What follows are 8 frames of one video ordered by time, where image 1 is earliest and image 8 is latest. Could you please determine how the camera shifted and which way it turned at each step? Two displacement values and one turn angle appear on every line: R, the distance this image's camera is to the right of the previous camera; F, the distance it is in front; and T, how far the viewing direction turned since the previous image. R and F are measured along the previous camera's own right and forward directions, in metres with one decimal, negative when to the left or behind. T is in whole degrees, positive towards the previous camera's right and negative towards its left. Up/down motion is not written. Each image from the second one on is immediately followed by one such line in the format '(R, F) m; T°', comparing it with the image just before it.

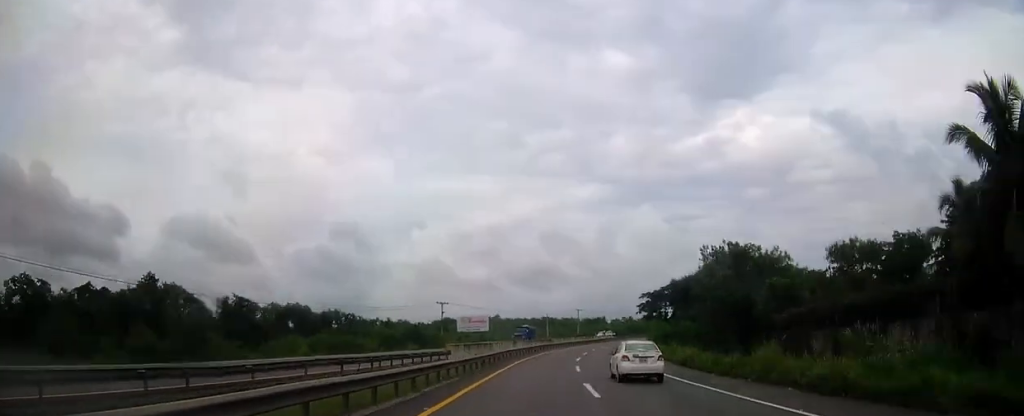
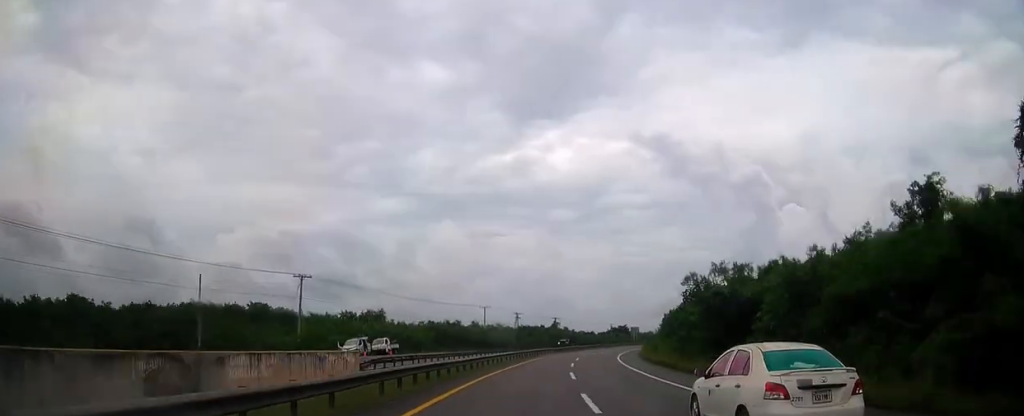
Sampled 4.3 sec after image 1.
(+17.8, +121.4) m; +17°
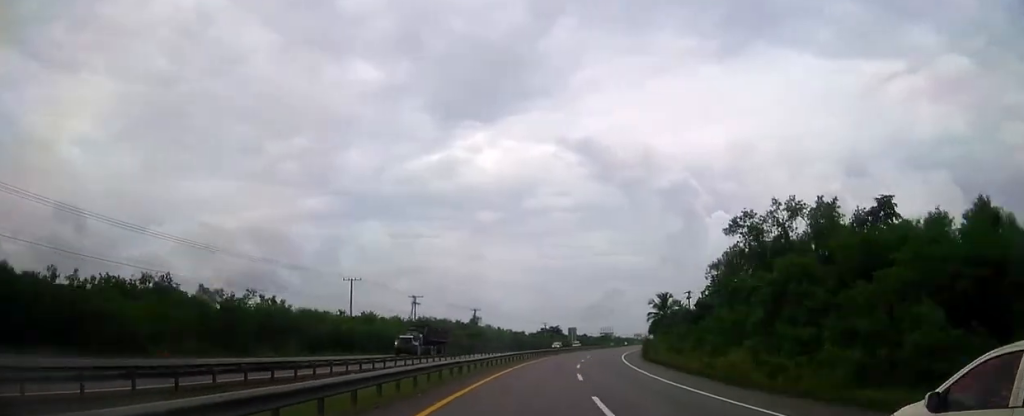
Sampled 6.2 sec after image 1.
(+4.0, +53.7) m; +8°
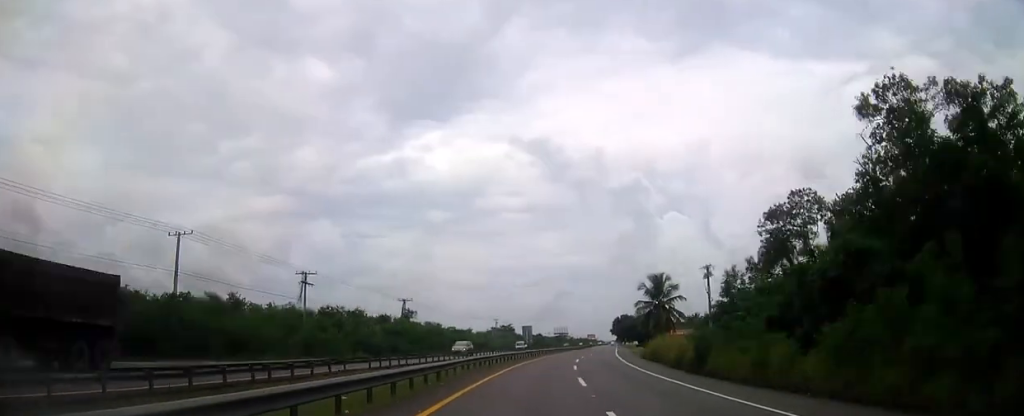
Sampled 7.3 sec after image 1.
(+0.8, +31.5) m; +4°
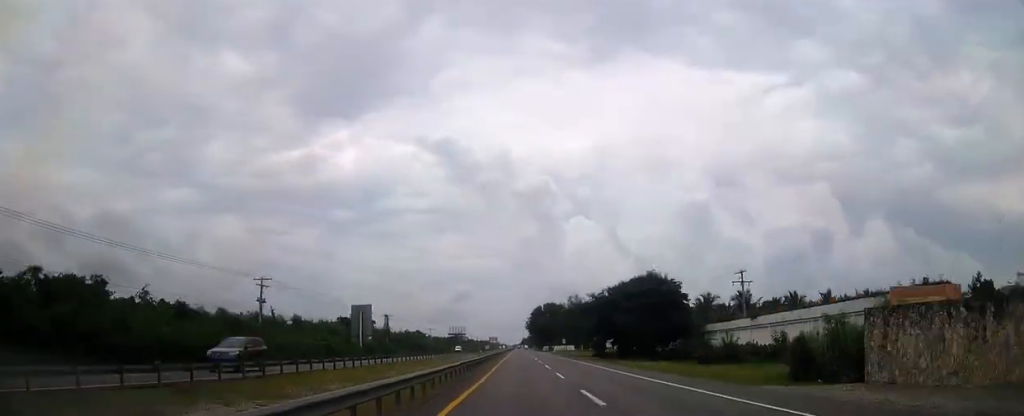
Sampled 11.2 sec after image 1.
(+11.8, +111.1) m; +9°
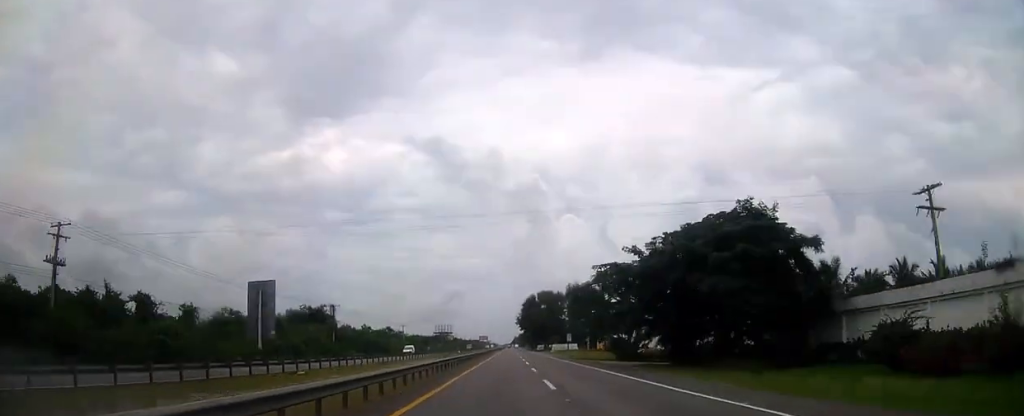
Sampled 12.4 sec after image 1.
(+0.7, +35.0) m; +1°
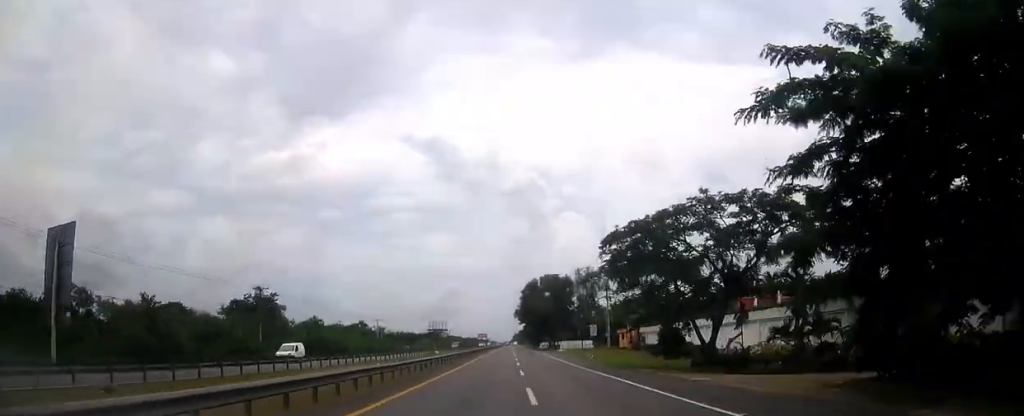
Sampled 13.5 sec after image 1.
(+0.2, +32.0) m; 0°
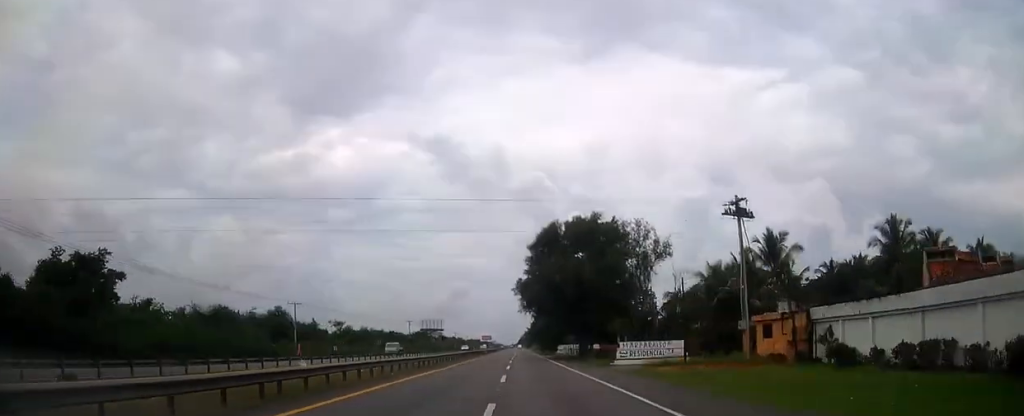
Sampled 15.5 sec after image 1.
(+0.2, +58.4) m; 0°
